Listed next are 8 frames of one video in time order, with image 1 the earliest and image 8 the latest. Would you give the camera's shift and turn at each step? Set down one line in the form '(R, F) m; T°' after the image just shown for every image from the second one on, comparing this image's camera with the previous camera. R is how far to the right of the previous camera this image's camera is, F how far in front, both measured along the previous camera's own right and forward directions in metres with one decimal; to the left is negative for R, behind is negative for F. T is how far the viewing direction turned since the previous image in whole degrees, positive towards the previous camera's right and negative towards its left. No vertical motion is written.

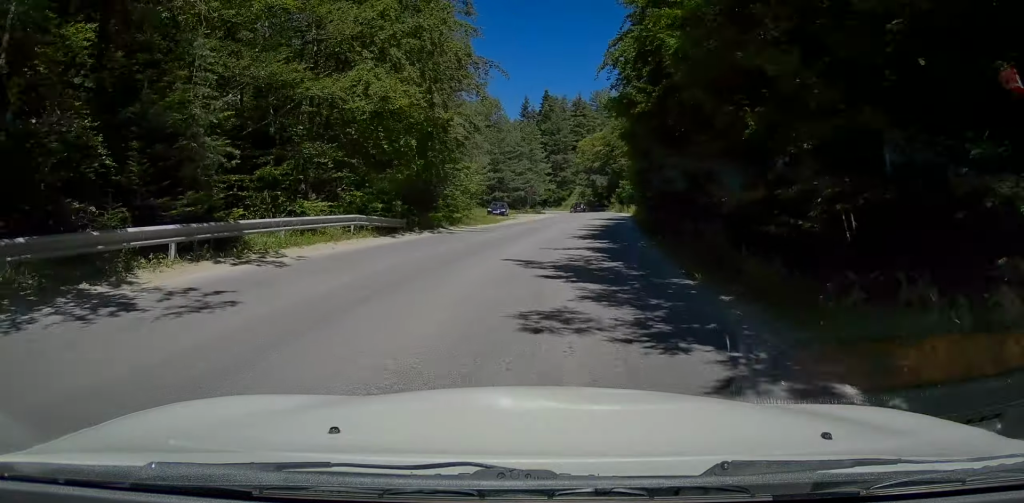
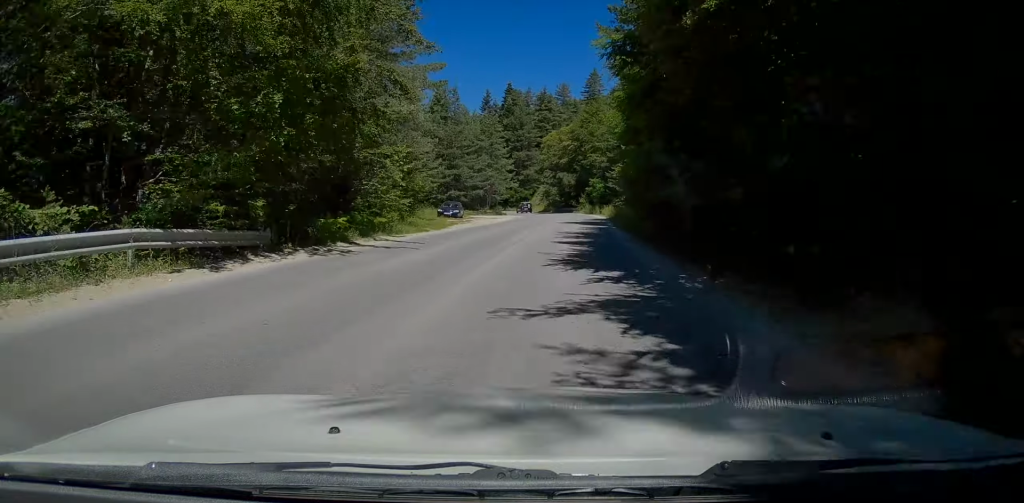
(+0.2, +8.6) m; +4°
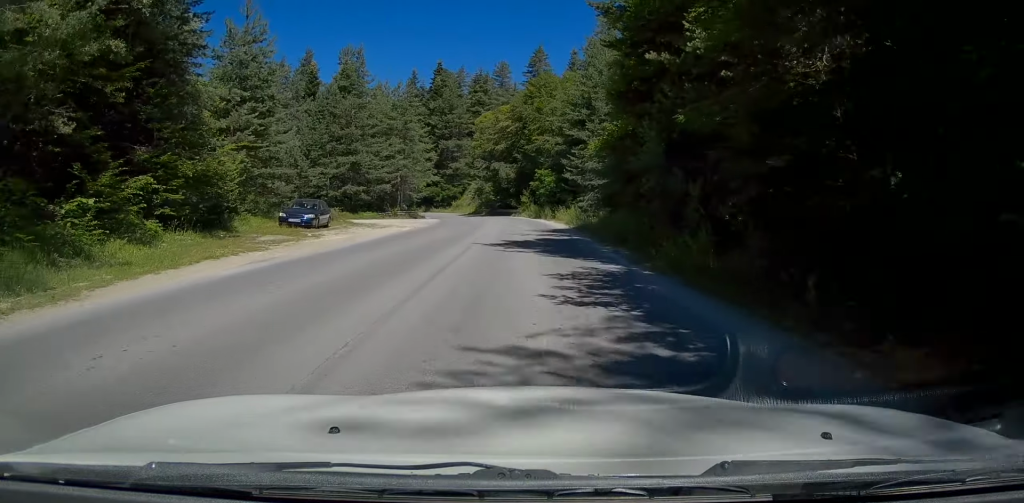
(+1.5, +19.6) m; +6°
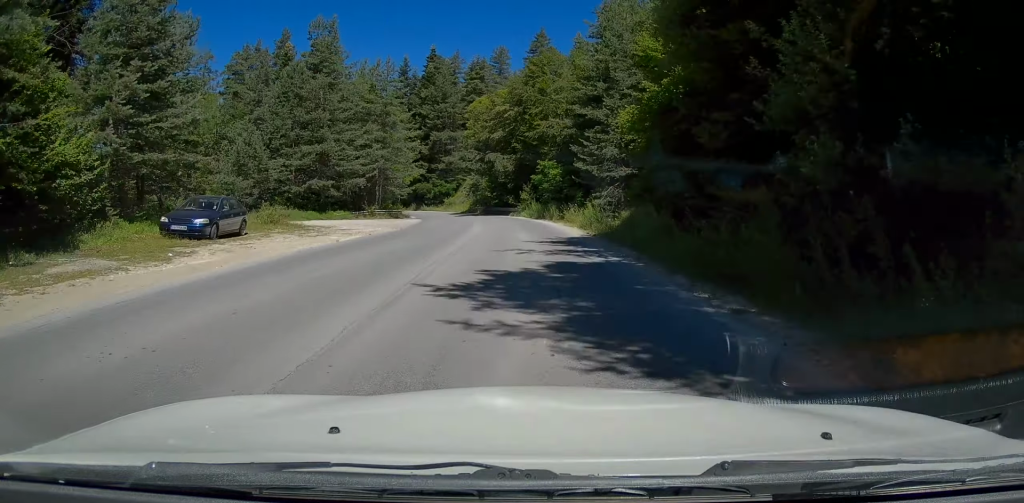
(-0.1, +8.8) m; +1°
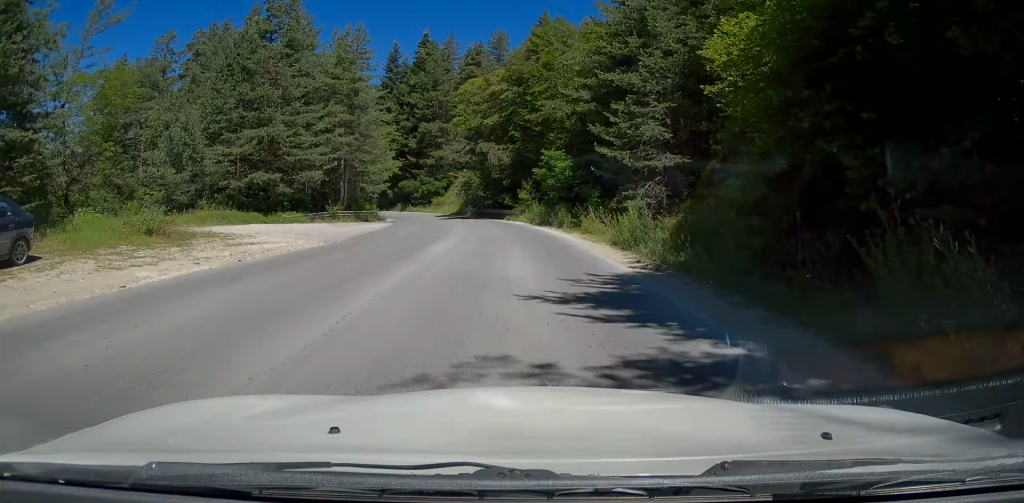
(+0.2, +9.5) m; -1°
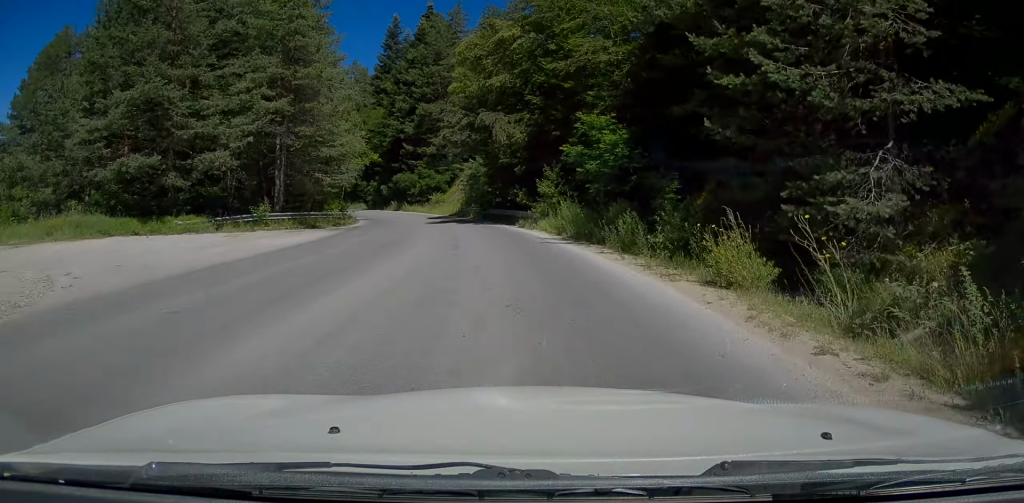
(-0.3, +13.3) m; -1°
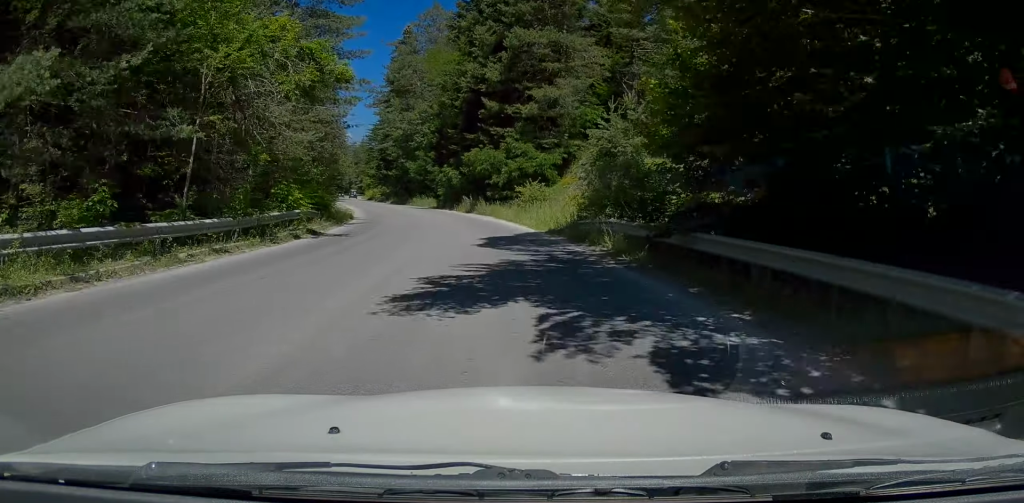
(+0.1, +27.2) m; +1°
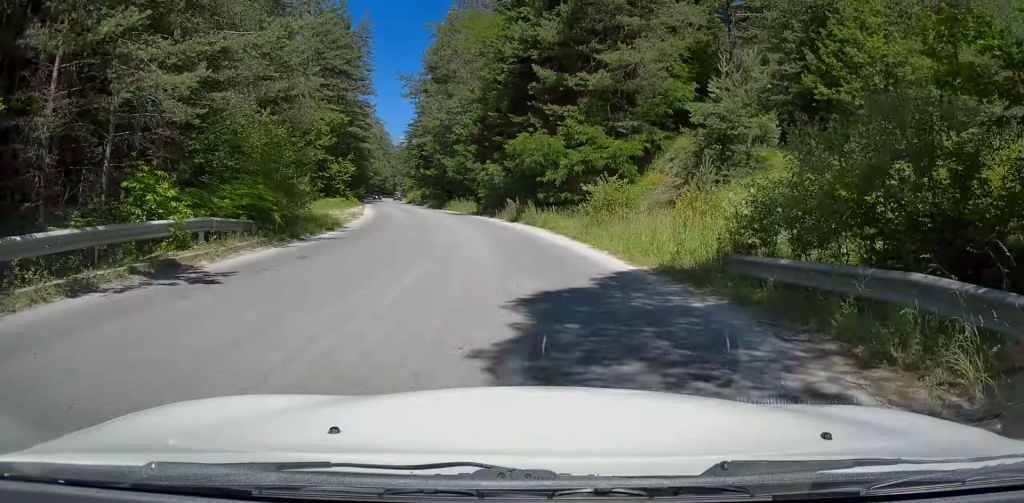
(+0.1, +10.5) m; -2°
